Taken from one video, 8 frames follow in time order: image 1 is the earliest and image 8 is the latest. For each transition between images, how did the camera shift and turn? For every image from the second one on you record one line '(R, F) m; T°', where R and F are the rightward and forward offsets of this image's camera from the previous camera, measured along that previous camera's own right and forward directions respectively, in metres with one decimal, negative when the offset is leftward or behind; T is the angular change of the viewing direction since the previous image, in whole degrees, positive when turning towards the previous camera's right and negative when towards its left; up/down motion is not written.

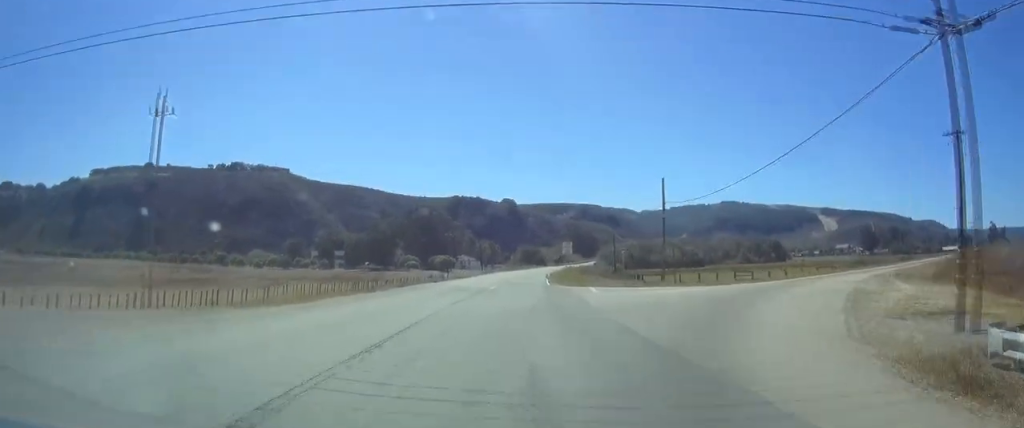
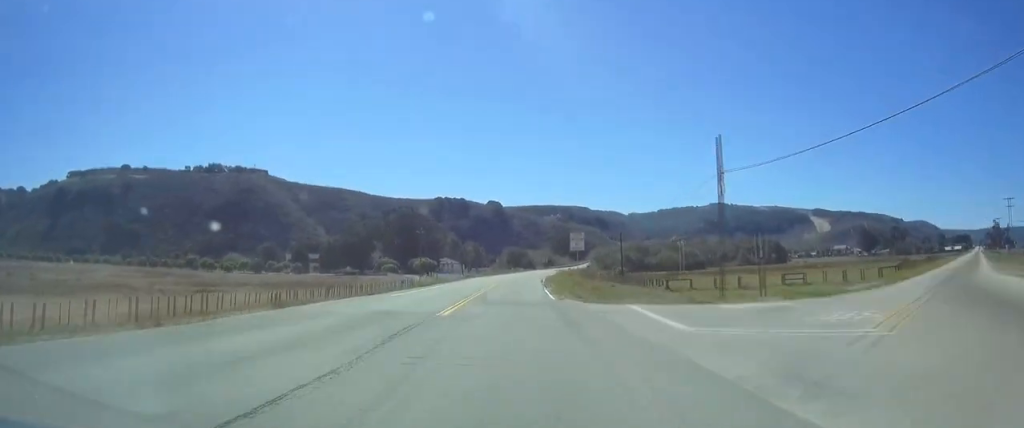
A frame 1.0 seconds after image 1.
(+0.1, +20.3) m; 0°
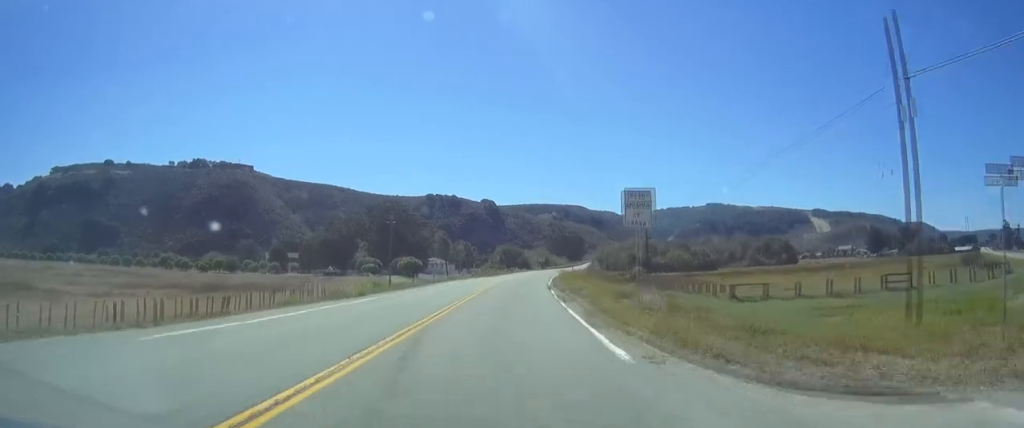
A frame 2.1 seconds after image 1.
(-0.1, +21.4) m; 0°
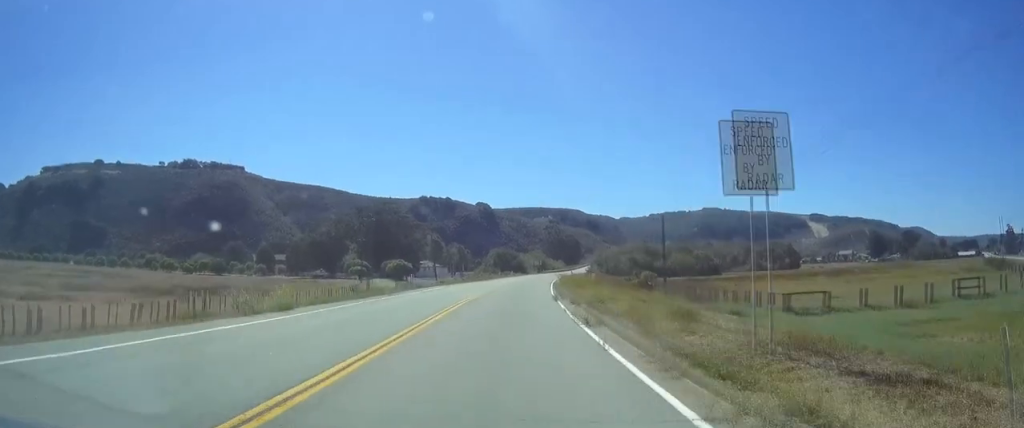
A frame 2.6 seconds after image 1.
(0.0, +10.2) m; 0°
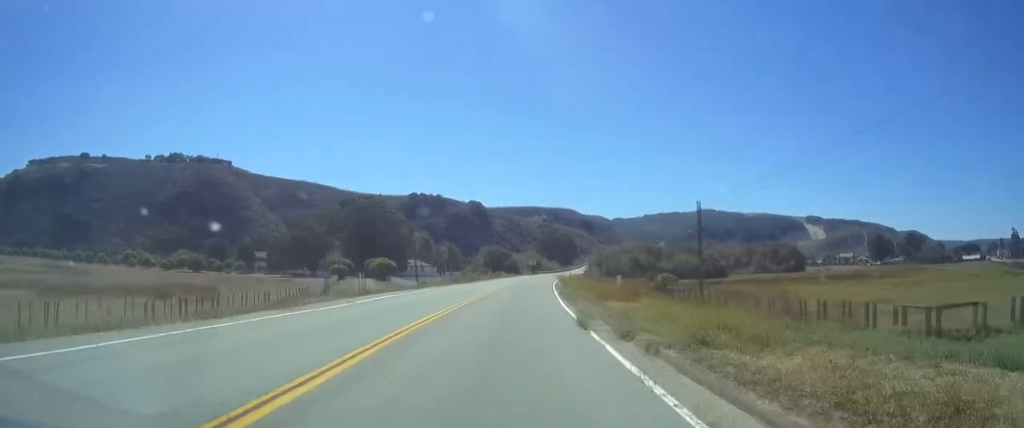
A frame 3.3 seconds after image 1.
(+0.1, +14.3) m; +1°
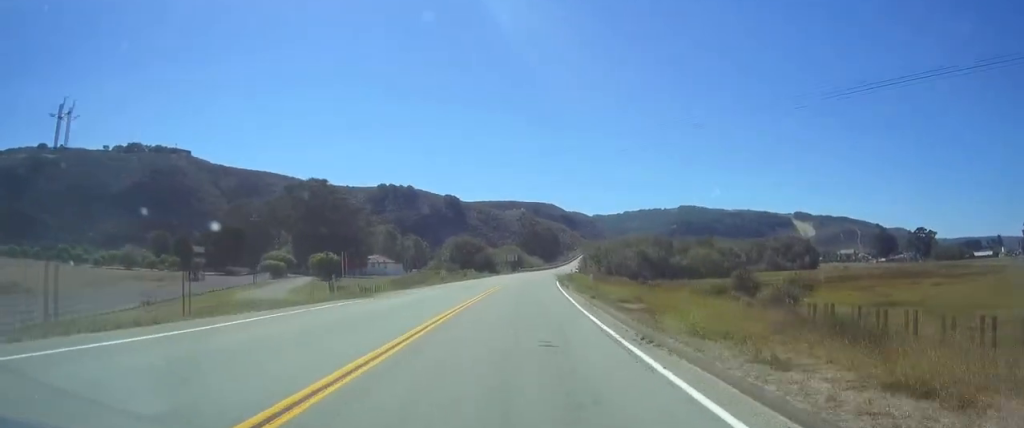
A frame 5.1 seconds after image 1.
(+0.4, +37.5) m; +2°
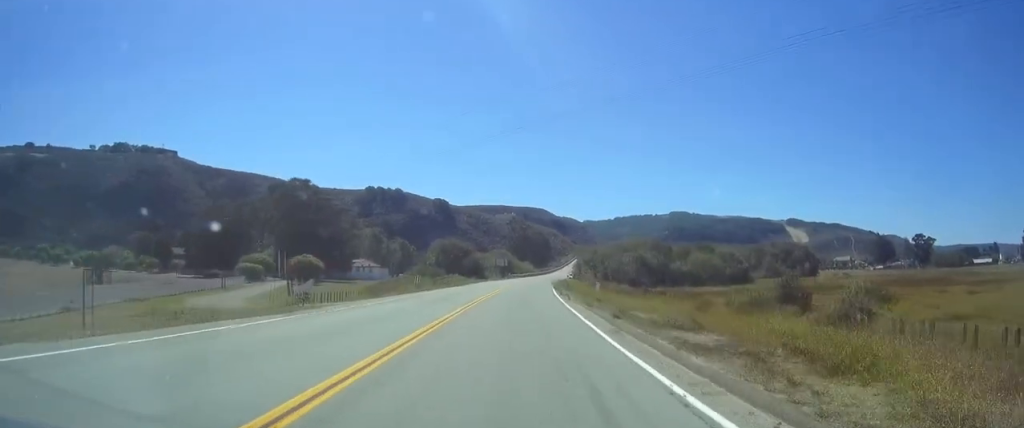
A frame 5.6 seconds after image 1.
(+0.1, +8.8) m; +1°
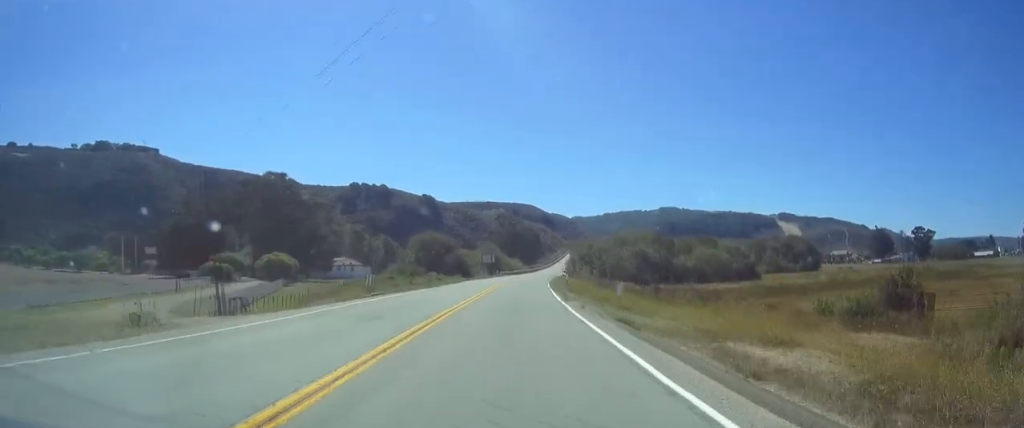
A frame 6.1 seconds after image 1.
(+0.1, +11.5) m; +1°
